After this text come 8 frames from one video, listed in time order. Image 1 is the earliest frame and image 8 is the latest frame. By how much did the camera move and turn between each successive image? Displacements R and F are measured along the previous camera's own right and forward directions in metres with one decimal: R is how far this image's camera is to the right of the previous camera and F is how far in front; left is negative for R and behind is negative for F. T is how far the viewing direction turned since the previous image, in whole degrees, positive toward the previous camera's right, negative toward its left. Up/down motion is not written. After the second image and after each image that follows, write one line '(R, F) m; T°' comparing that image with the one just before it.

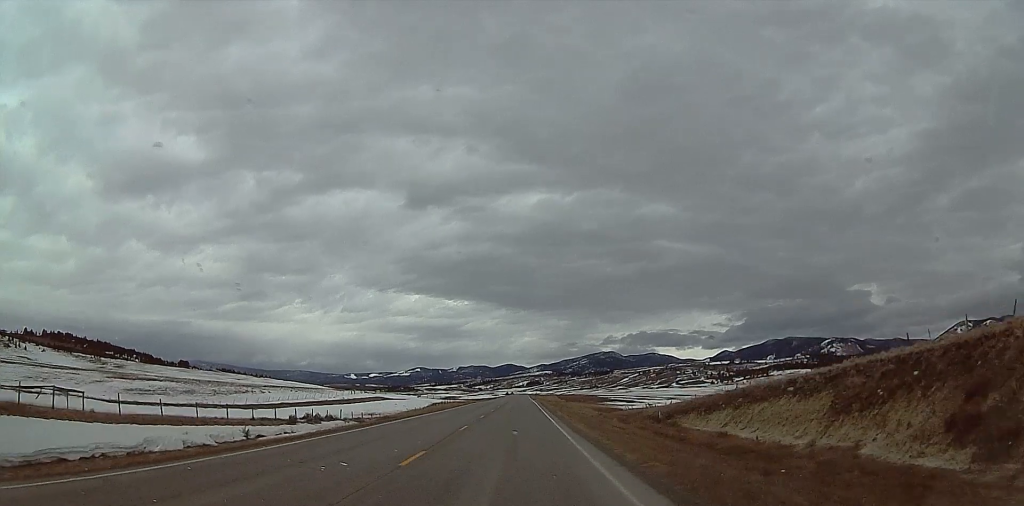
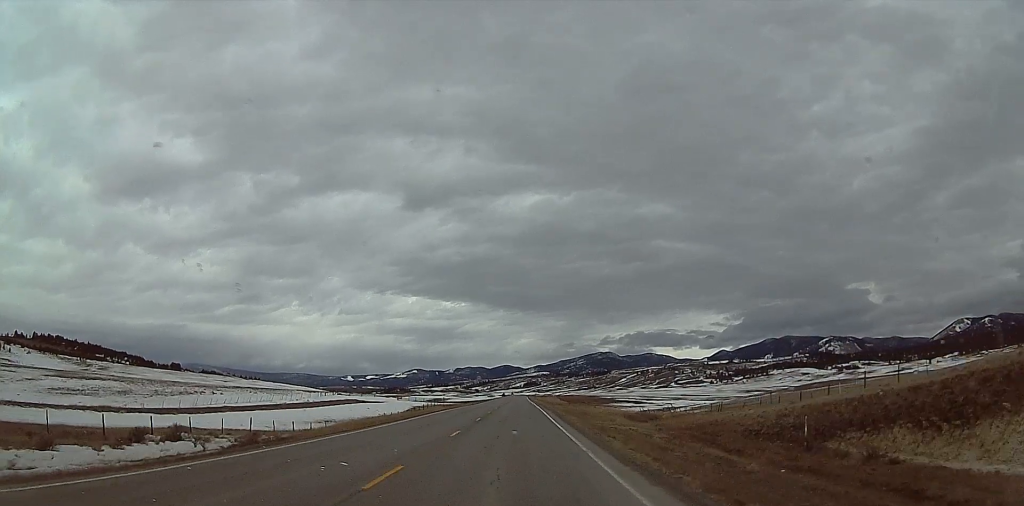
(-0.3, +28.1) m; 0°
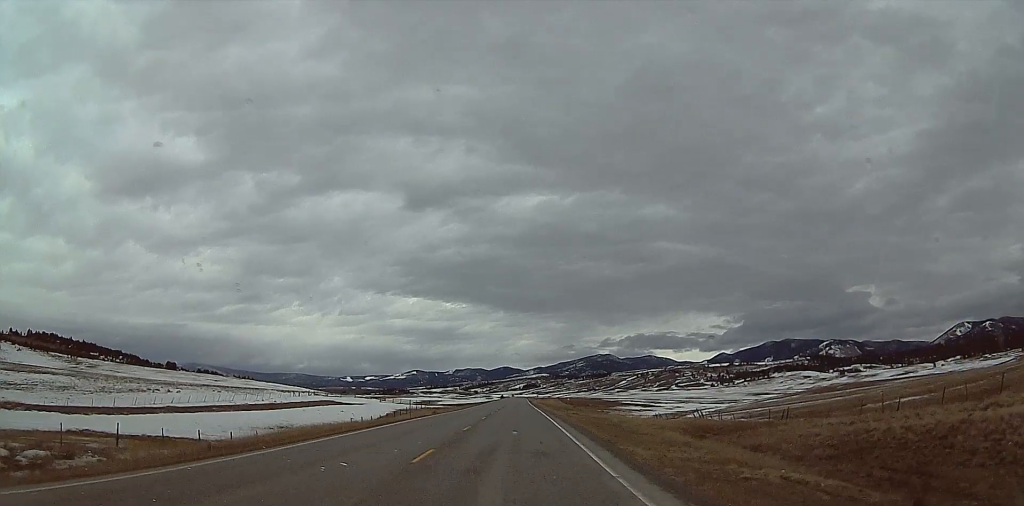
(-0.1, +20.3) m; 0°
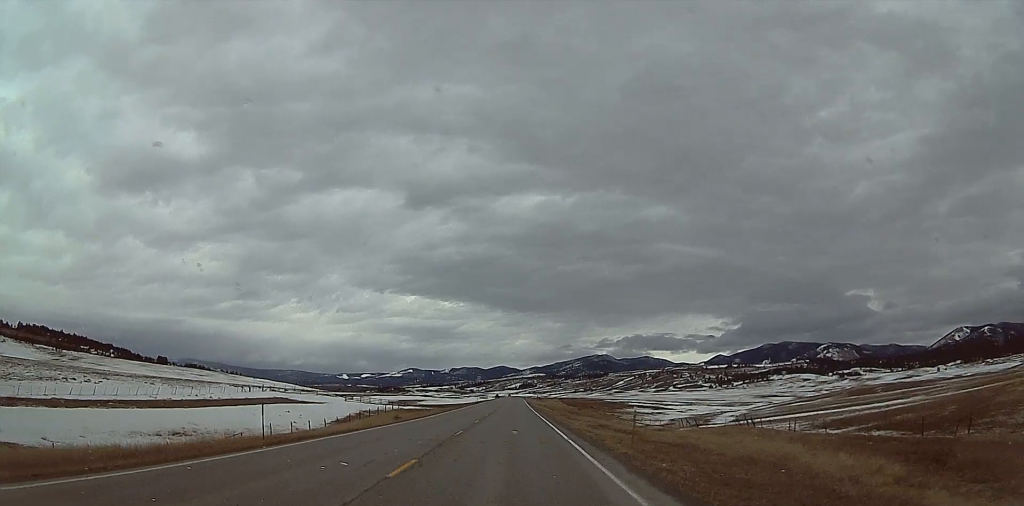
(+0.5, +27.0) m; 0°
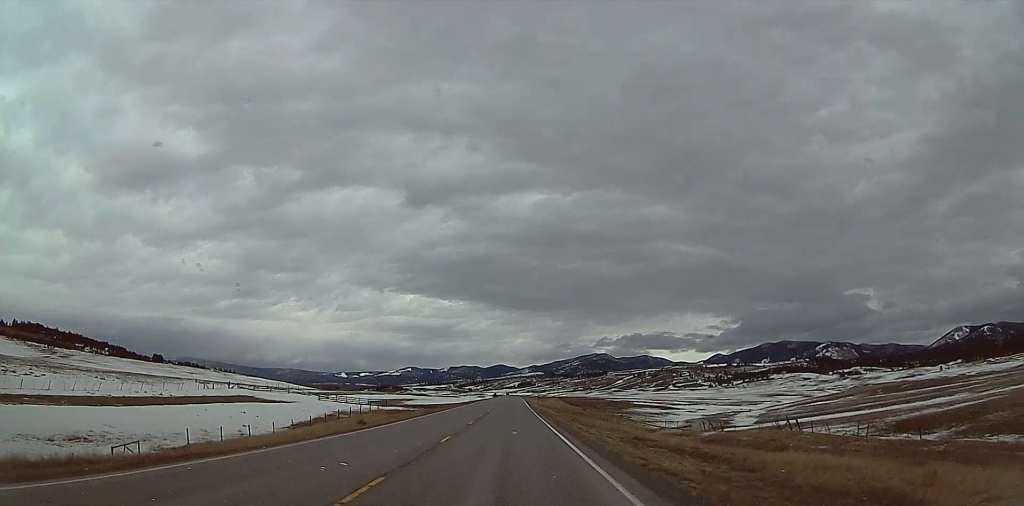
(-0.5, +15.5) m; 0°
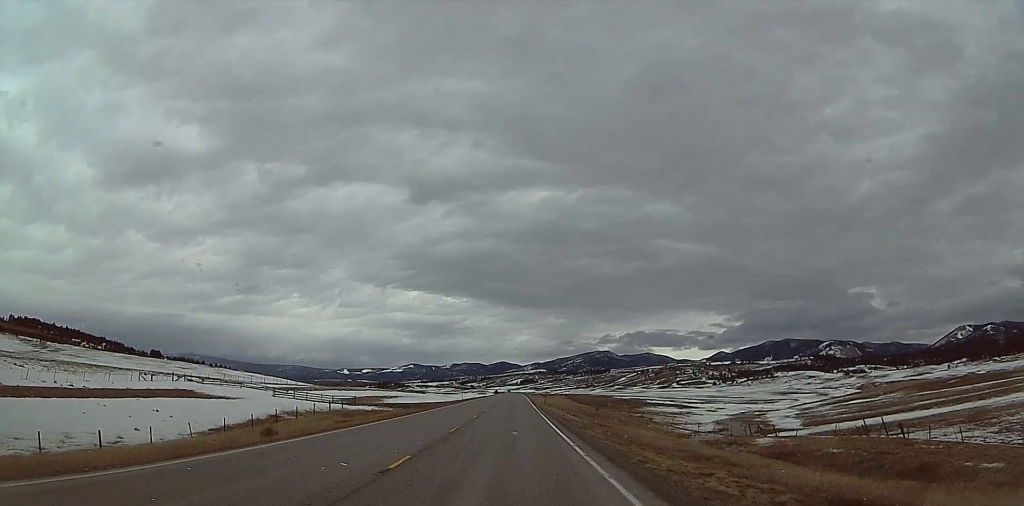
(+0.2, +21.2) m; 0°
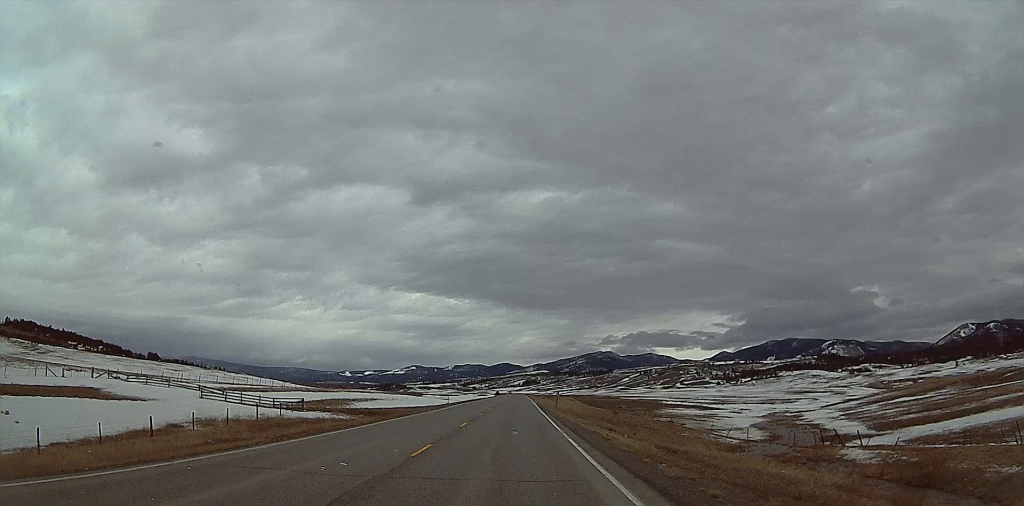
(+0.2, +21.1) m; 0°
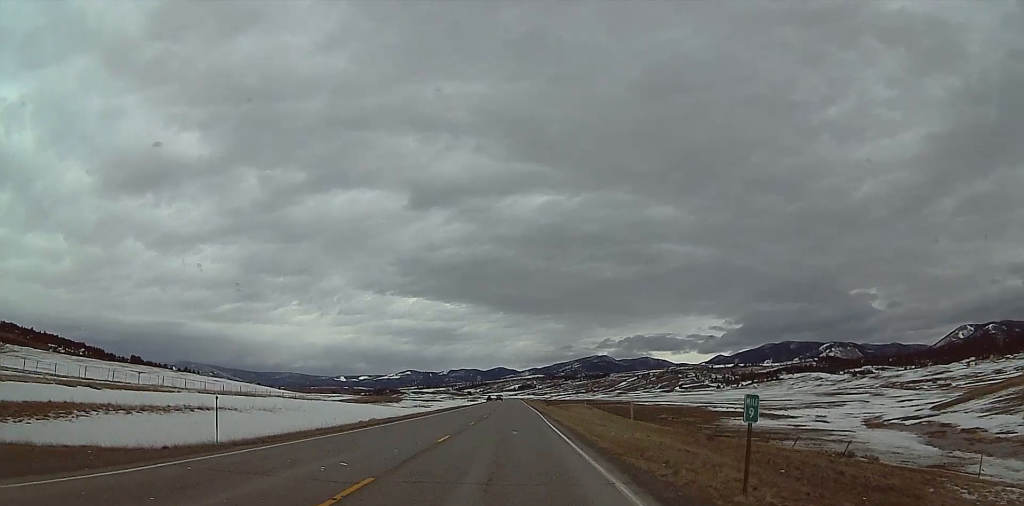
(-0.7, +55.7) m; -1°
